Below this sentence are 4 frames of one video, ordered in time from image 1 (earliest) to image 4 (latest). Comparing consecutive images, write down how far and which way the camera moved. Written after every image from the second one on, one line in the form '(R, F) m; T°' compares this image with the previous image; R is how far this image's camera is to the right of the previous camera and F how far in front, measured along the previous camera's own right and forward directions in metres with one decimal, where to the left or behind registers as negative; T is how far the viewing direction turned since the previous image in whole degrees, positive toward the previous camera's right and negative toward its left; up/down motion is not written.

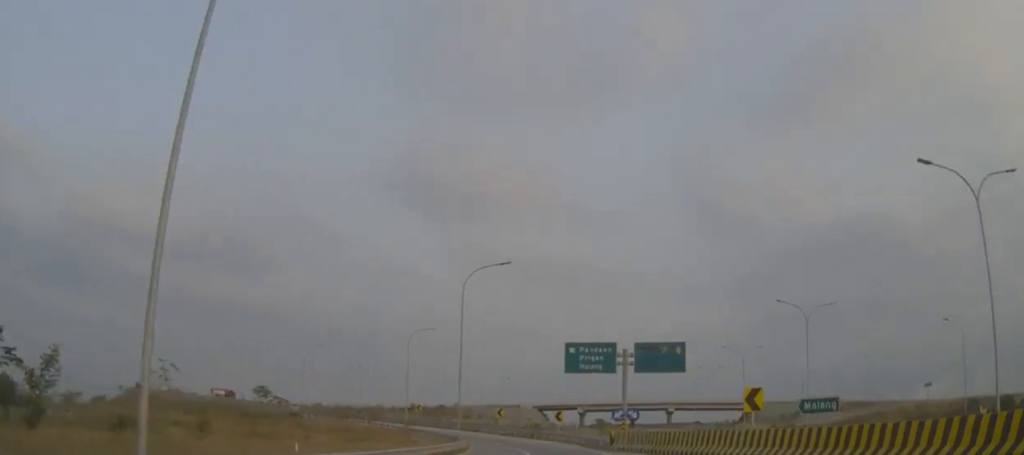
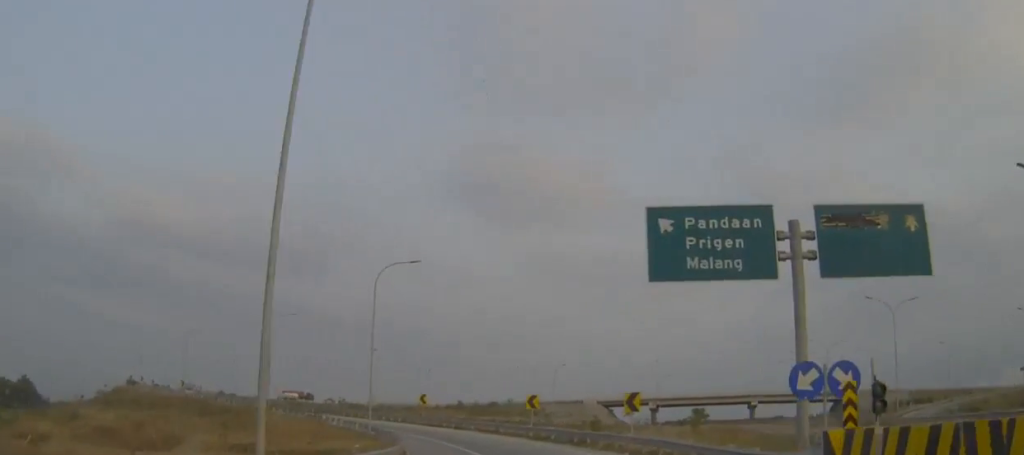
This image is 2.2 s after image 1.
(-1.0, +34.1) m; -5°
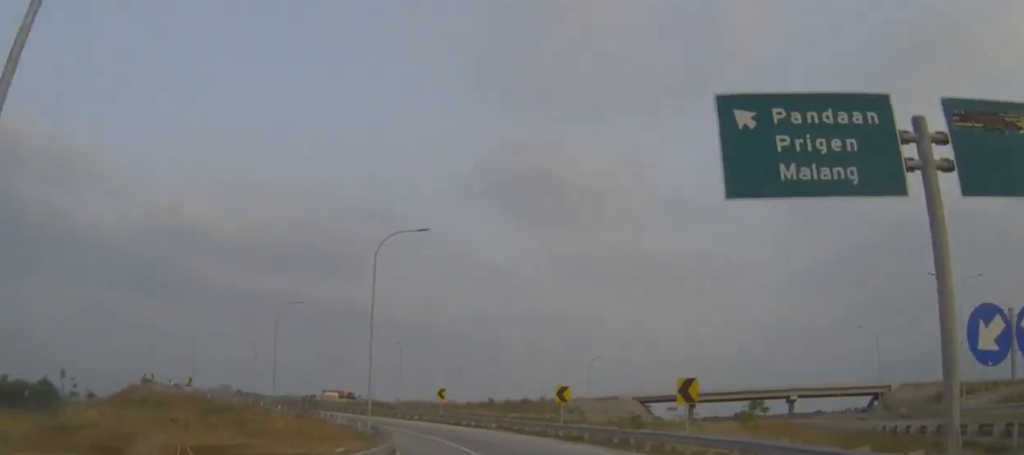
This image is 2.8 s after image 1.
(0.0, +7.8) m; -2°
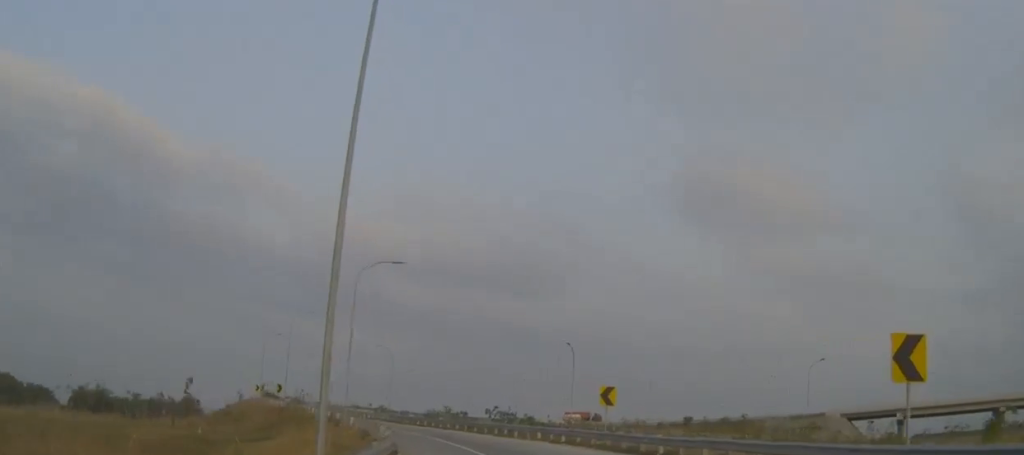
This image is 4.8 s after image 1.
(-2.7, +27.4) m; -13°
